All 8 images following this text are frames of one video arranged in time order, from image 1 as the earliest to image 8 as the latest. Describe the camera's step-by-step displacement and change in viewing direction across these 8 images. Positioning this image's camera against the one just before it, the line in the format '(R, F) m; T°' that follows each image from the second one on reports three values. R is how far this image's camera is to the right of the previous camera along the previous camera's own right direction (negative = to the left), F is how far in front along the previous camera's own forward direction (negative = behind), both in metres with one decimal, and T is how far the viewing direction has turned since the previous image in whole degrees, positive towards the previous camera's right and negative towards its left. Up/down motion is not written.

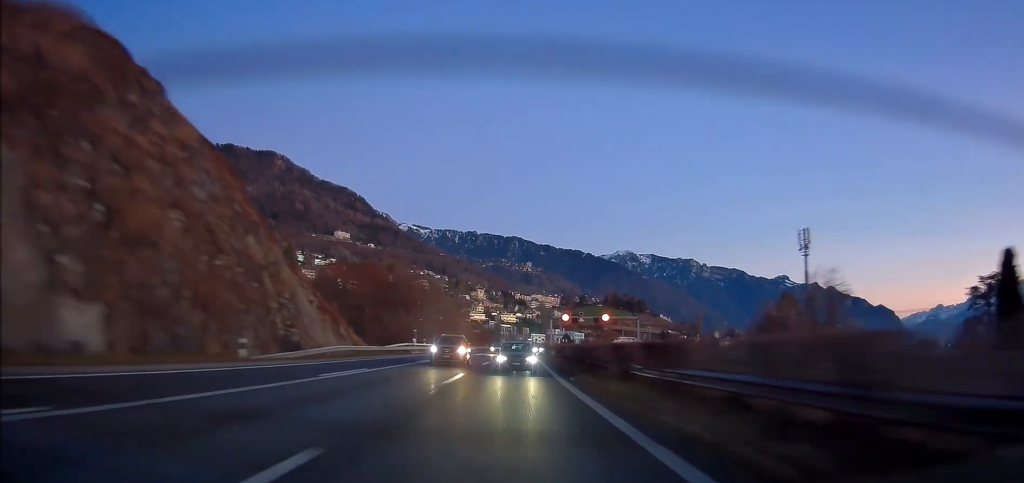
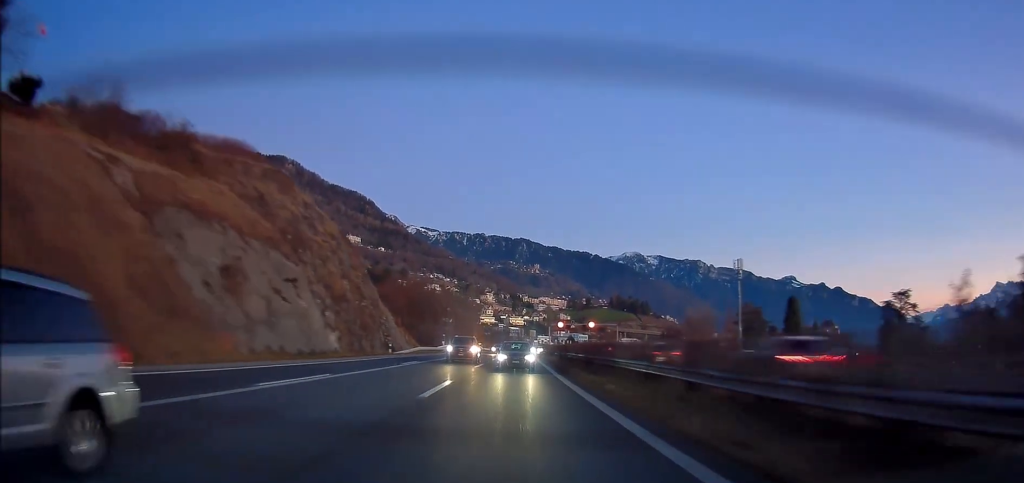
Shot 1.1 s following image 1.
(-0.5, +31.5) m; -1°
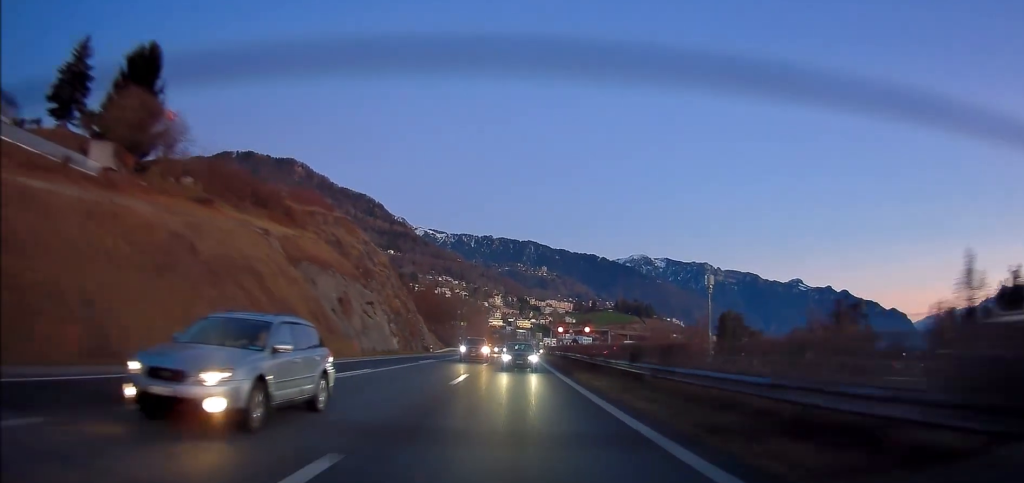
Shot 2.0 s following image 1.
(-0.1, +23.3) m; -1°
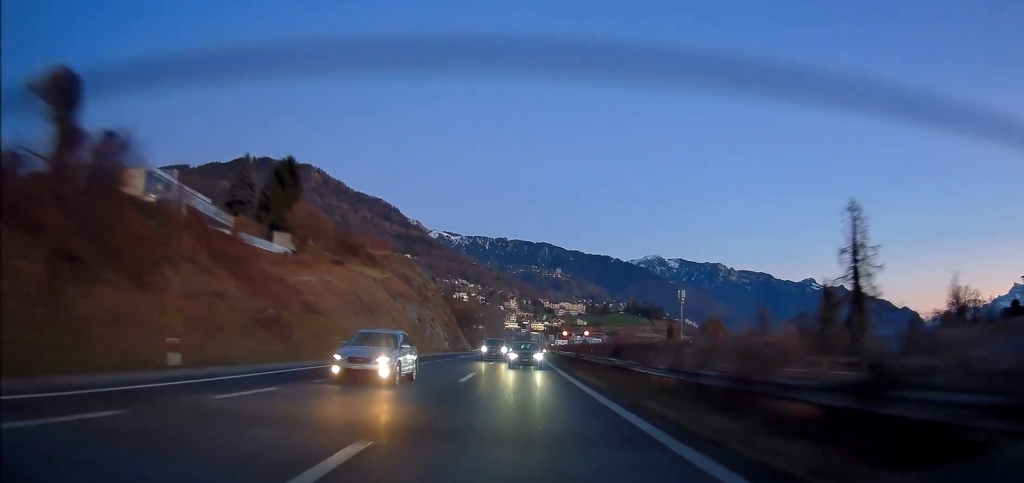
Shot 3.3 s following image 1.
(-0.4, +37.4) m; -1°
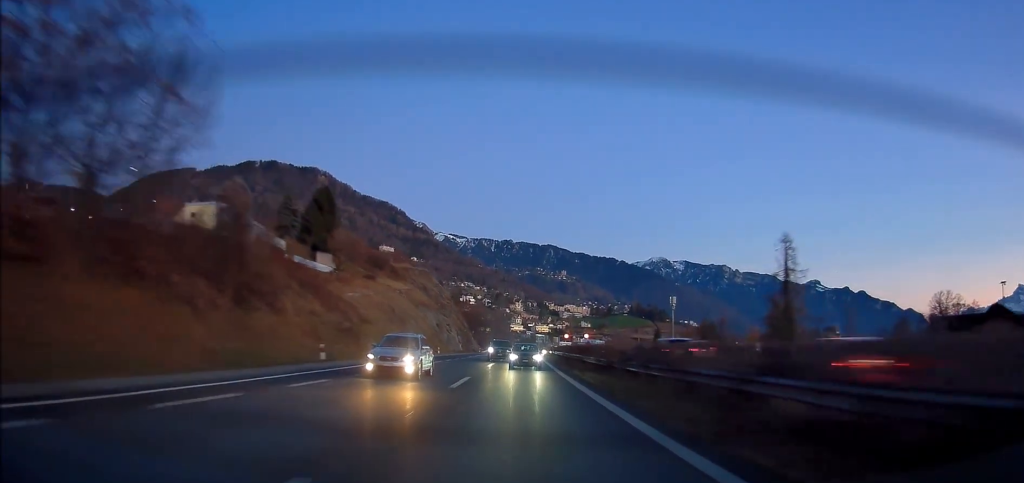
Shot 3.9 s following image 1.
(-0.1, +16.0) m; -1°
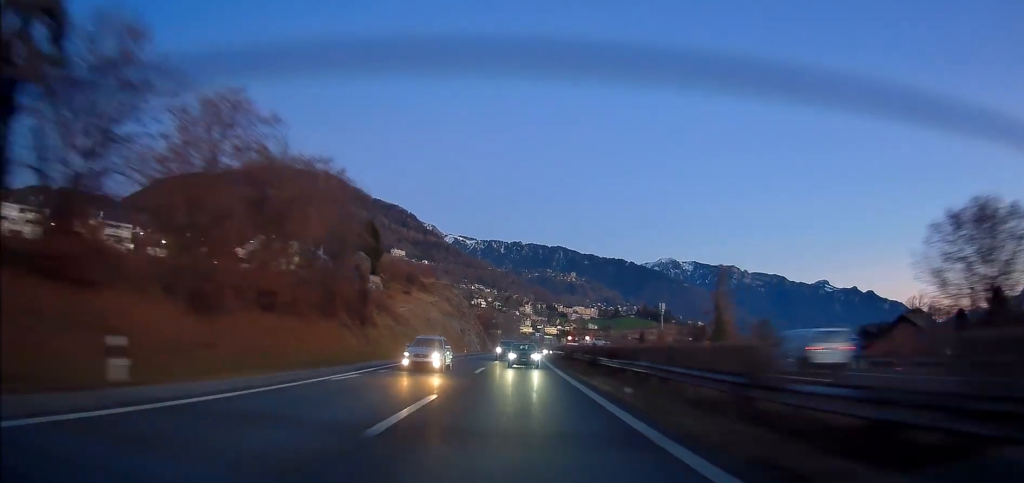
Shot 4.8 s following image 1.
(-0.2, +27.5) m; -1°
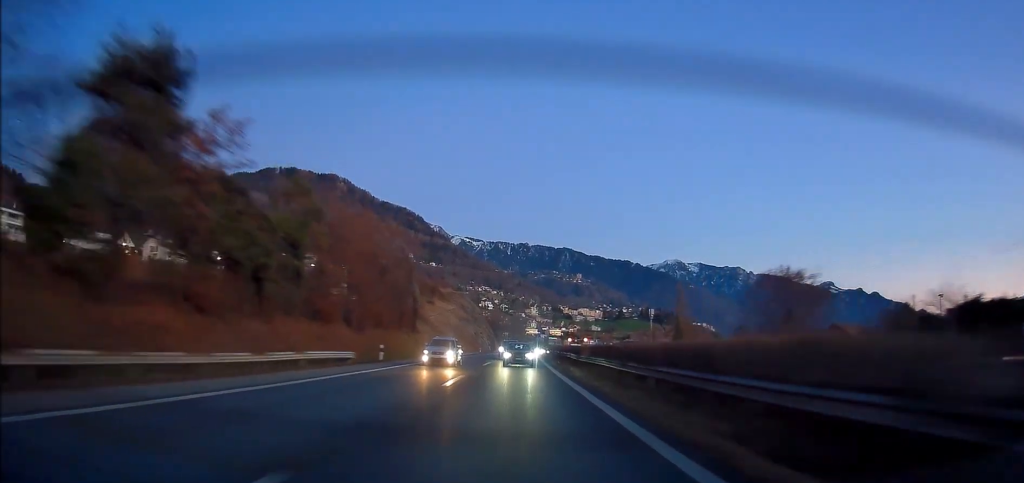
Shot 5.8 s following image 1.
(-0.2, +27.6) m; -1°
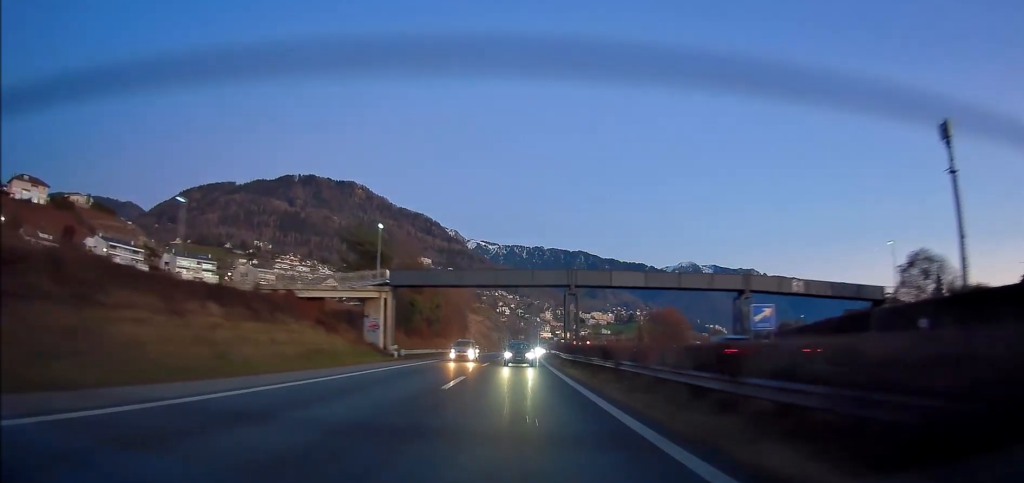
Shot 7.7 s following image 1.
(-1.1, +53.8) m; -2°
